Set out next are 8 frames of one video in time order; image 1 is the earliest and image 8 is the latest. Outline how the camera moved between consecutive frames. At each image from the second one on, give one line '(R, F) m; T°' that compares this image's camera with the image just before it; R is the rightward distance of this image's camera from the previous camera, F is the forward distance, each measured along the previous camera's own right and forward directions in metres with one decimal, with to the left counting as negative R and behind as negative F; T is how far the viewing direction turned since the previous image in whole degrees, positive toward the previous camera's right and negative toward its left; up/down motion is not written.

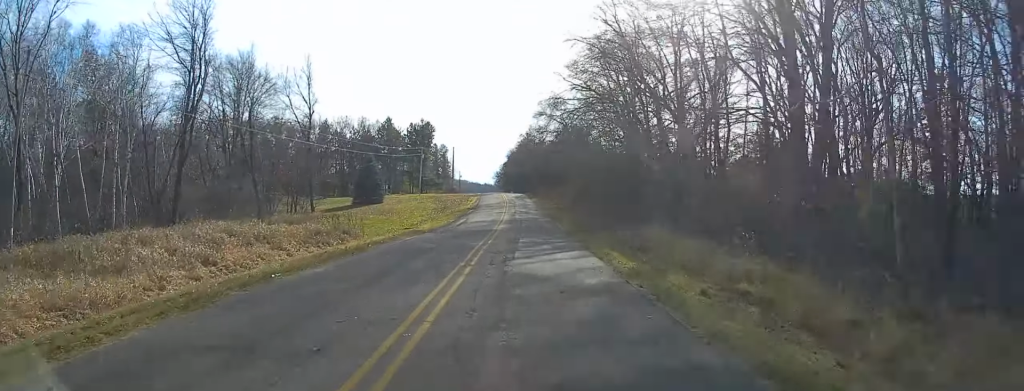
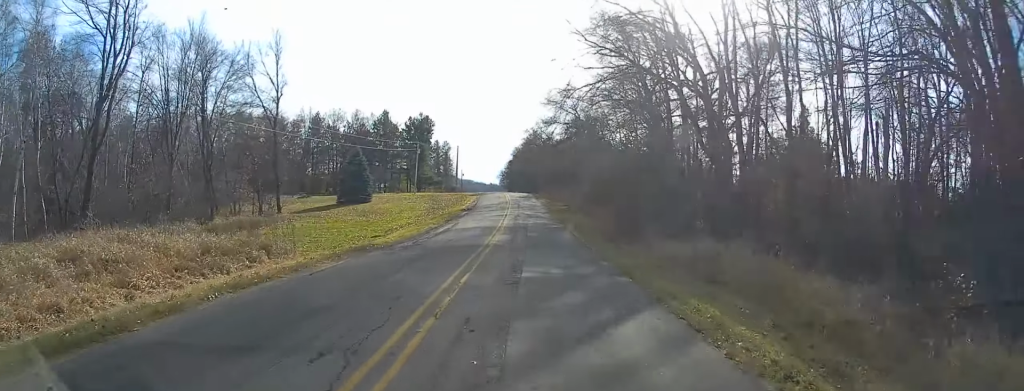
(-0.3, +11.4) m; -1°
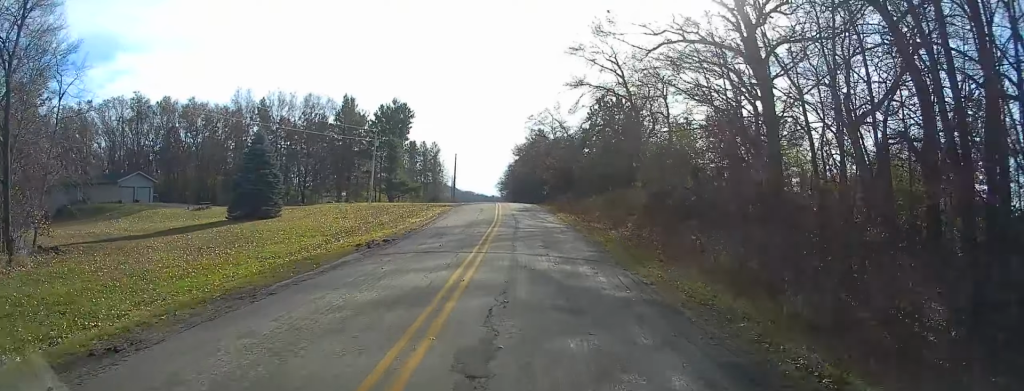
(-0.2, +34.9) m; +1°
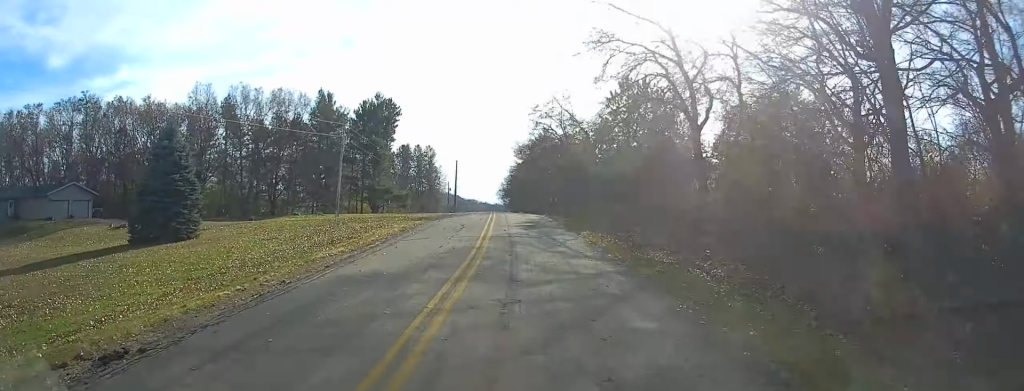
(+0.4, +15.8) m; 0°
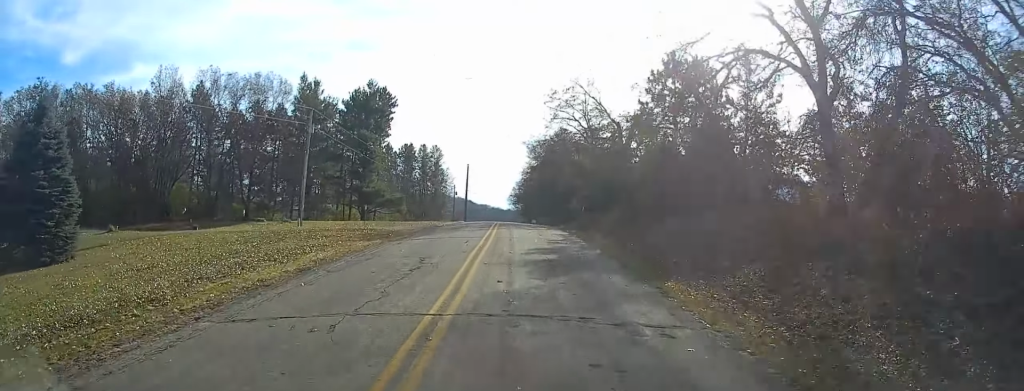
(-0.4, +14.2) m; -3°
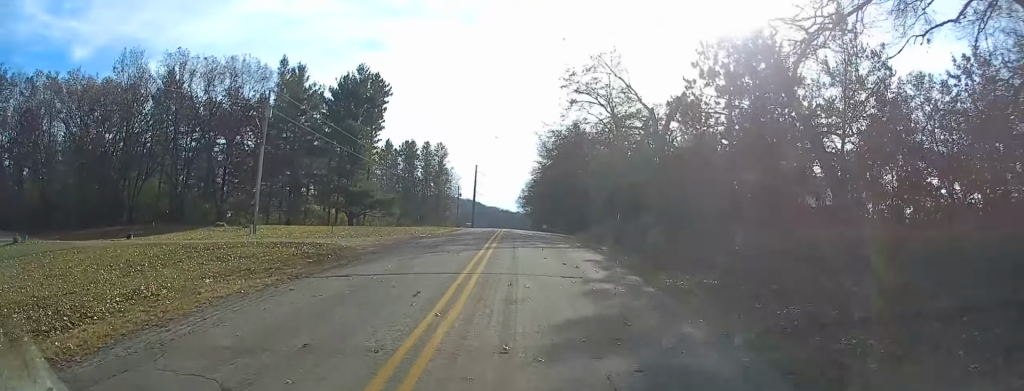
(-0.2, +10.8) m; 0°
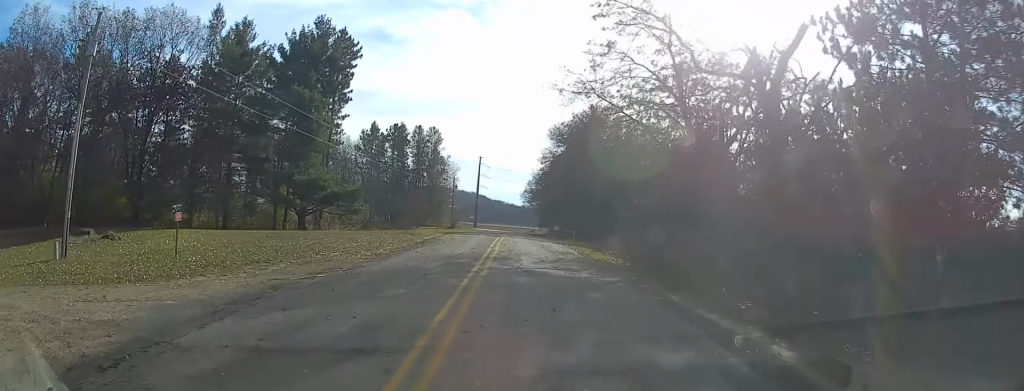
(0.0, +19.3) m; 0°
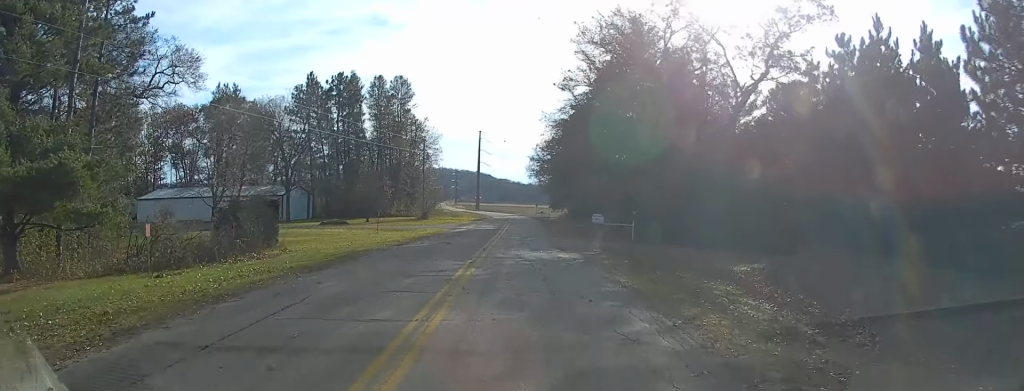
(-0.5, +37.3) m; -2°
